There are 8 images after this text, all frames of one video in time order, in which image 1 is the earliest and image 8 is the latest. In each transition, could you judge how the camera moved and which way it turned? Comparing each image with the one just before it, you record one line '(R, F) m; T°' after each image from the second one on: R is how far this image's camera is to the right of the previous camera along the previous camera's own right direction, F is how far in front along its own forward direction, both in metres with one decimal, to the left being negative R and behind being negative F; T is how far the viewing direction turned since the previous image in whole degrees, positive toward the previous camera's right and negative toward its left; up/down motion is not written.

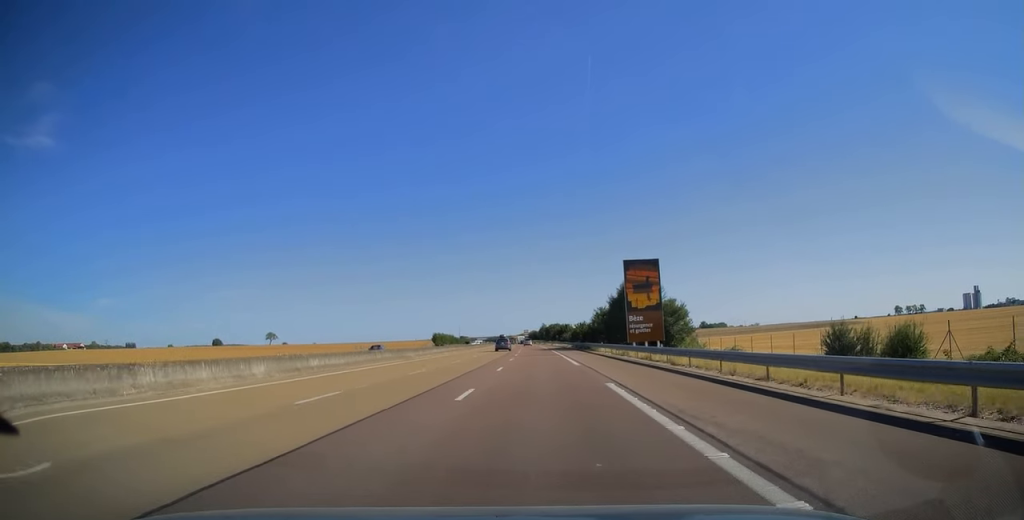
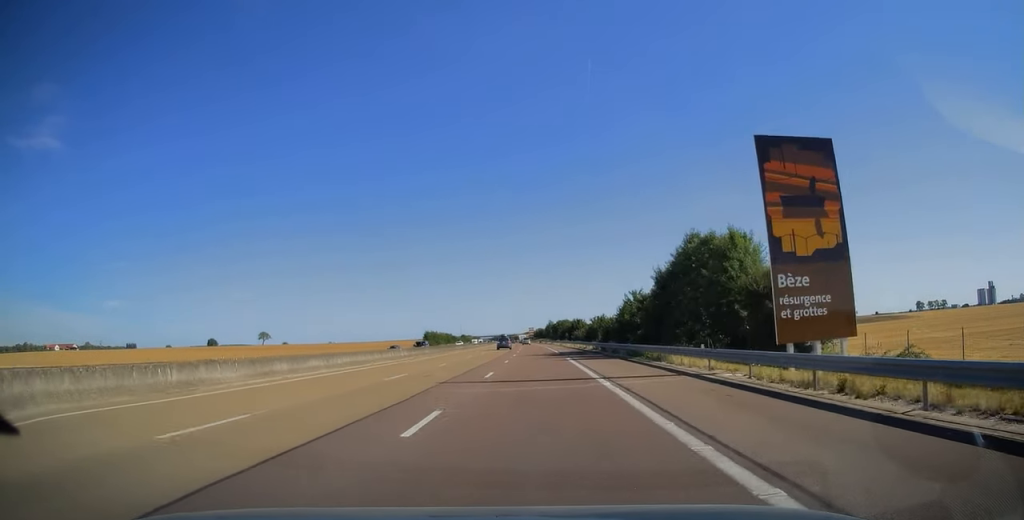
(-0.2, +30.9) m; -1°
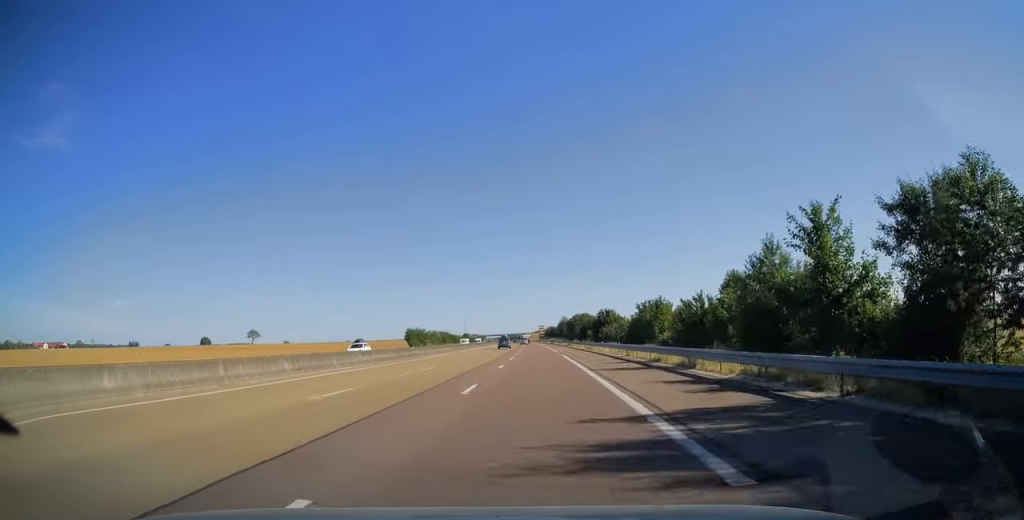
(-0.4, +45.4) m; -1°
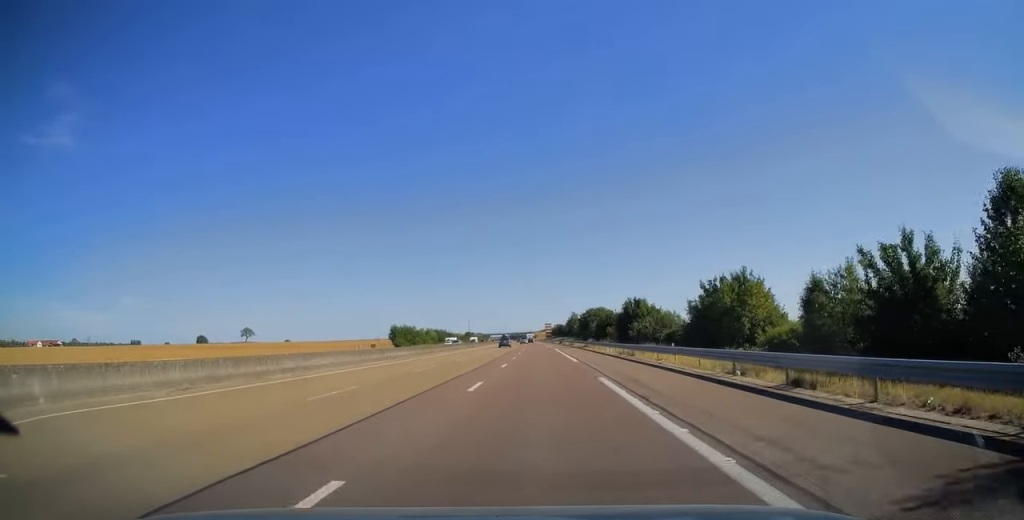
(-0.1, +25.2) m; -1°
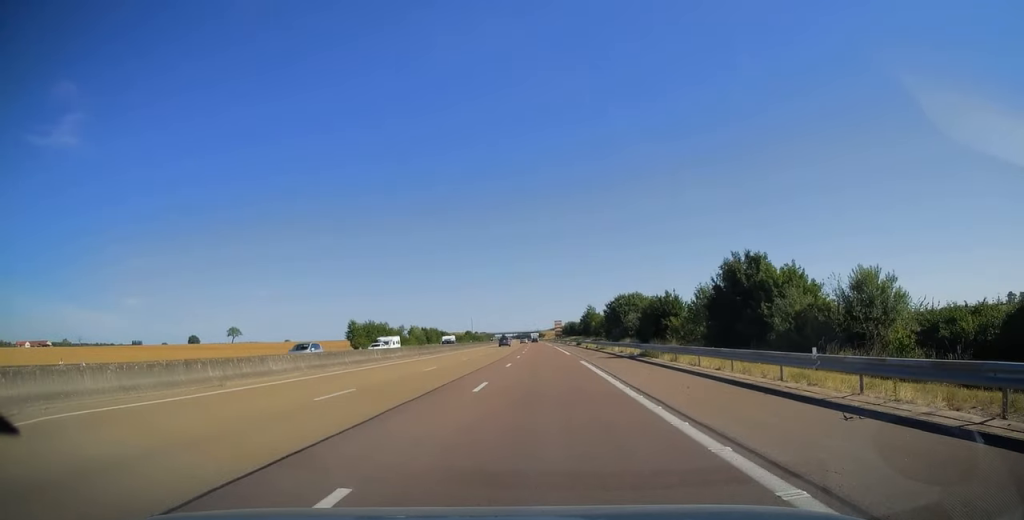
(-0.3, +39.2) m; -1°
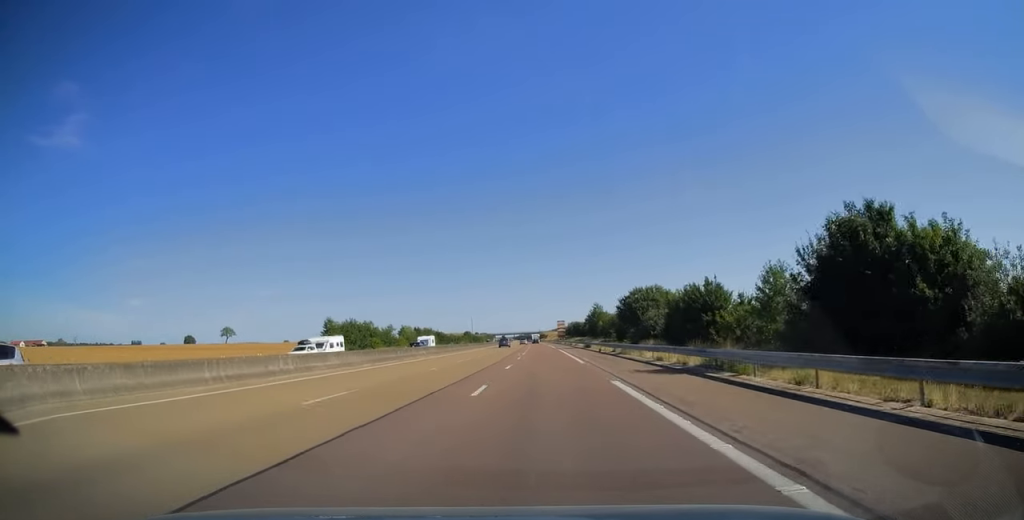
(0.0, +14.0) m; 0°
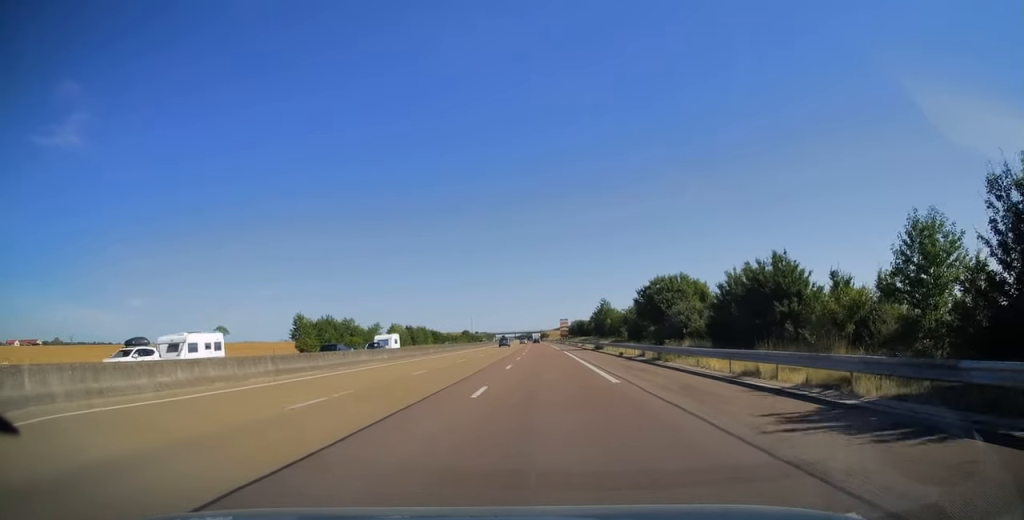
(0.0, +13.4) m; 0°
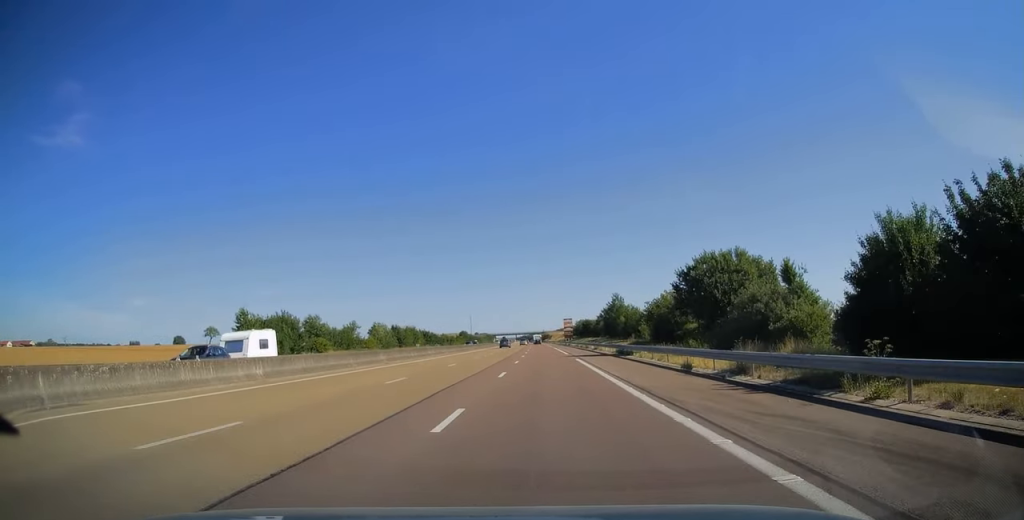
(-0.1, +18.1) m; 0°
